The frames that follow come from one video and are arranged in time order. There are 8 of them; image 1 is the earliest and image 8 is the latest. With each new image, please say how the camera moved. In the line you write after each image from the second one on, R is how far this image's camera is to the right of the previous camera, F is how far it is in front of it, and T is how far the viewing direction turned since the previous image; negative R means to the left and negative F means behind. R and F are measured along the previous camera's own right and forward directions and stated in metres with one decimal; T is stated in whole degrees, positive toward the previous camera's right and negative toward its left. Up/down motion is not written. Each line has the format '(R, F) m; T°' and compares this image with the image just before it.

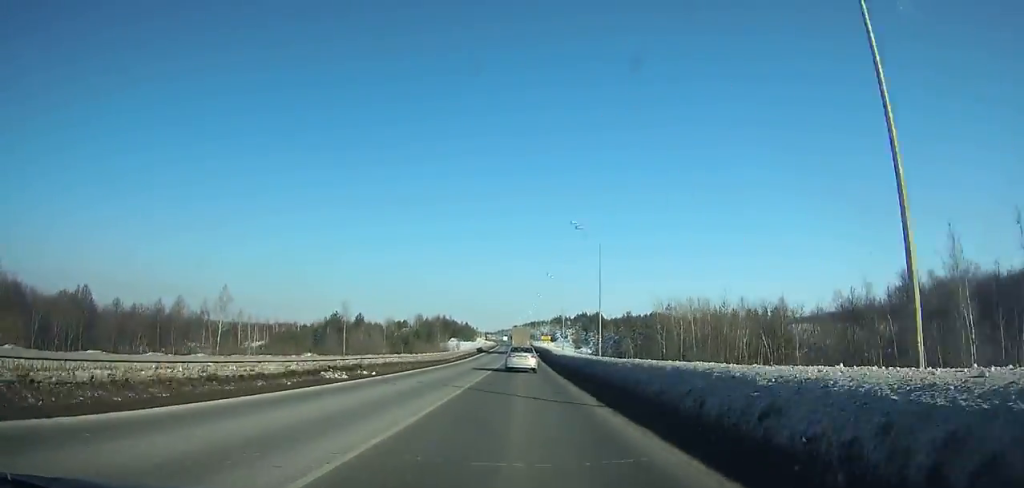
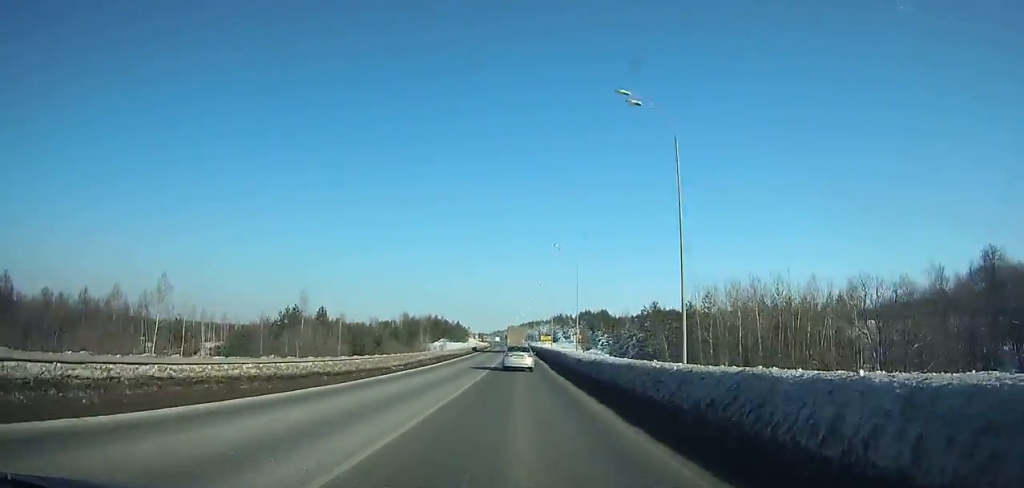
(0.0, +25.5) m; 0°
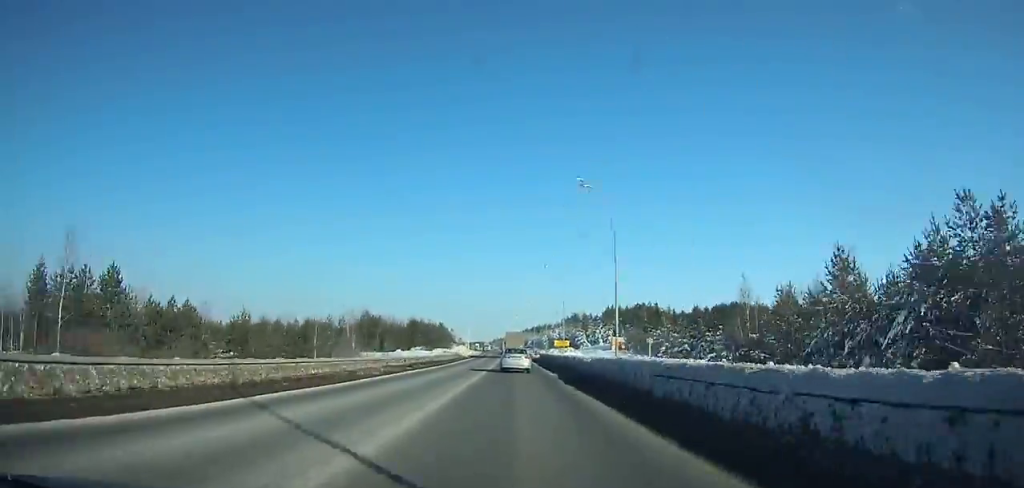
(-0.2, +66.8) m; -1°
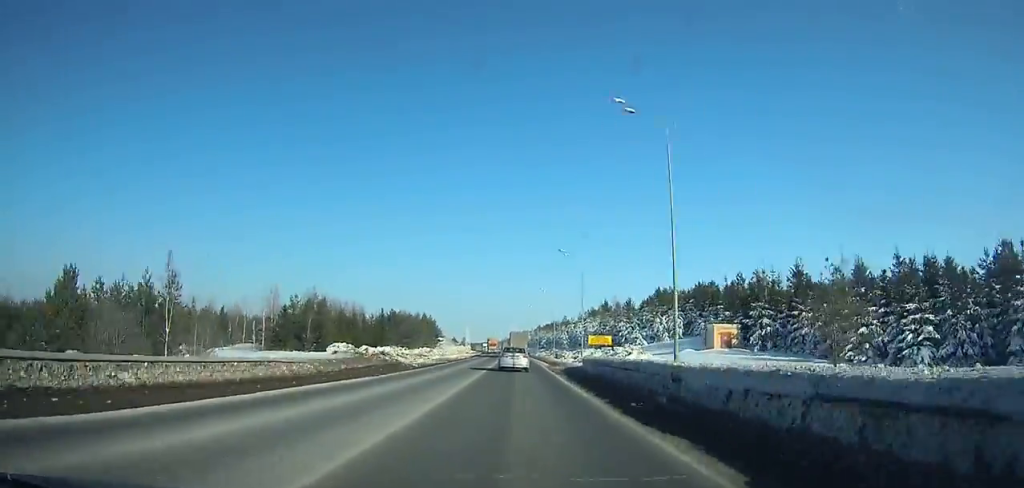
(-0.4, +50.9) m; -1°
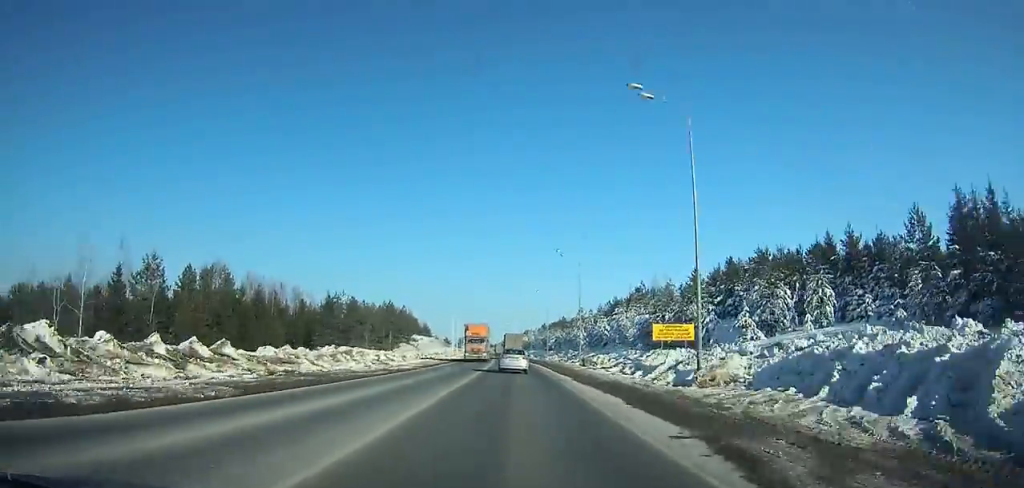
(0.0, +40.9) m; -1°
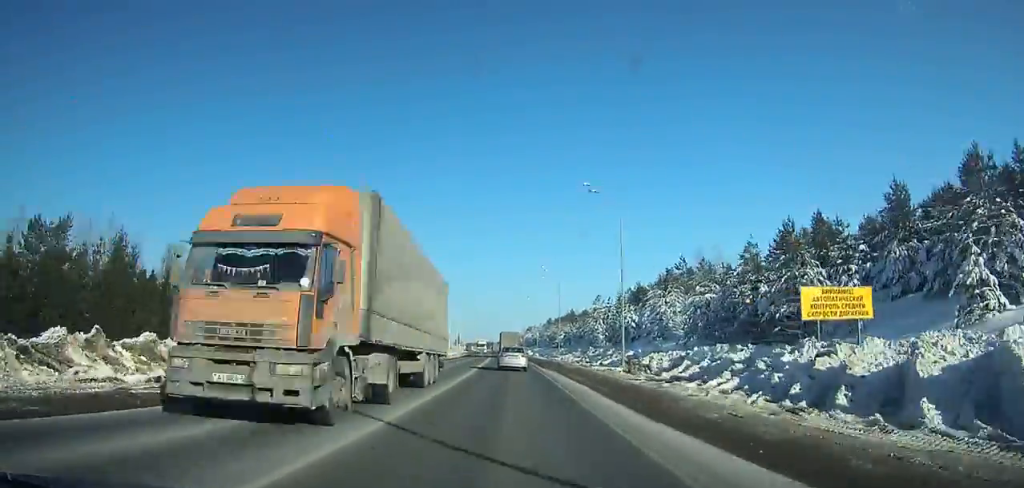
(-0.3, +25.4) m; -1°
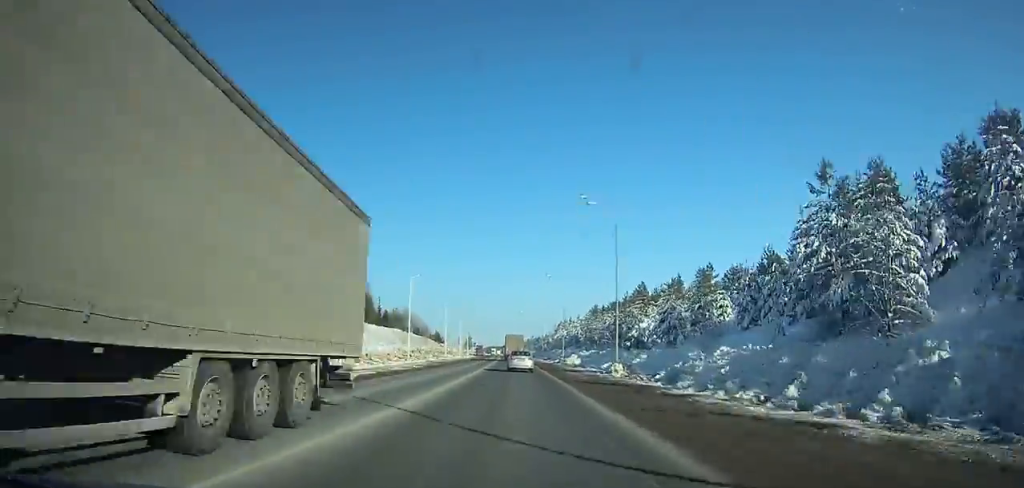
(-1.4, +77.5) m; -2°
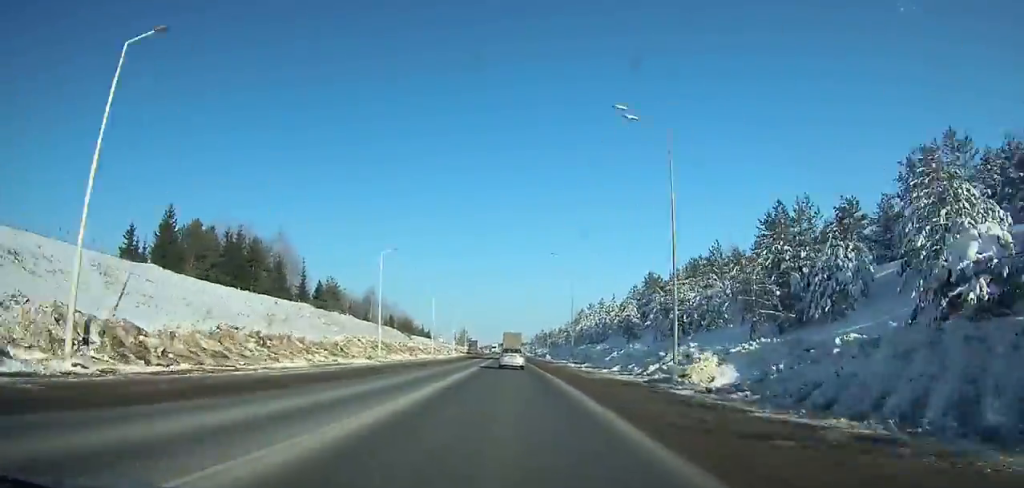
(-0.4, +54.4) m; -1°
